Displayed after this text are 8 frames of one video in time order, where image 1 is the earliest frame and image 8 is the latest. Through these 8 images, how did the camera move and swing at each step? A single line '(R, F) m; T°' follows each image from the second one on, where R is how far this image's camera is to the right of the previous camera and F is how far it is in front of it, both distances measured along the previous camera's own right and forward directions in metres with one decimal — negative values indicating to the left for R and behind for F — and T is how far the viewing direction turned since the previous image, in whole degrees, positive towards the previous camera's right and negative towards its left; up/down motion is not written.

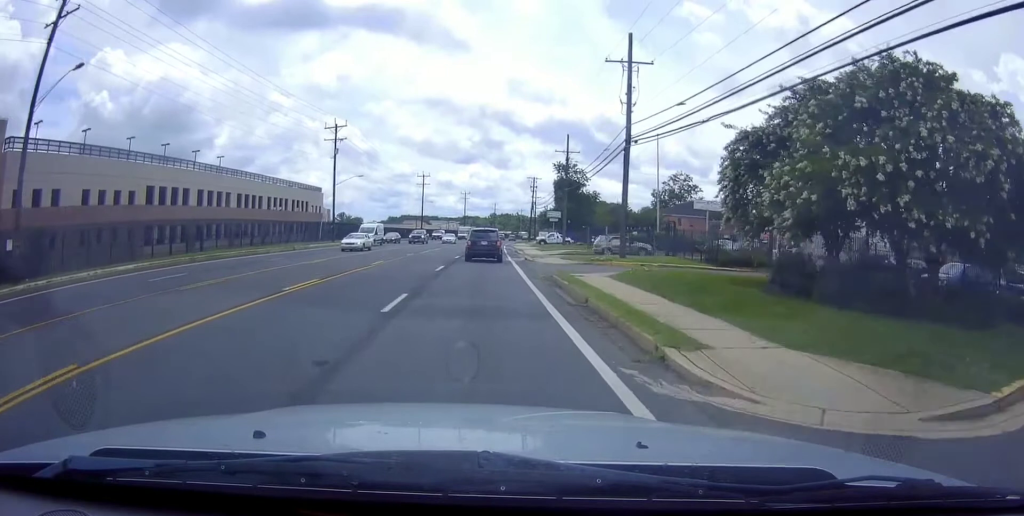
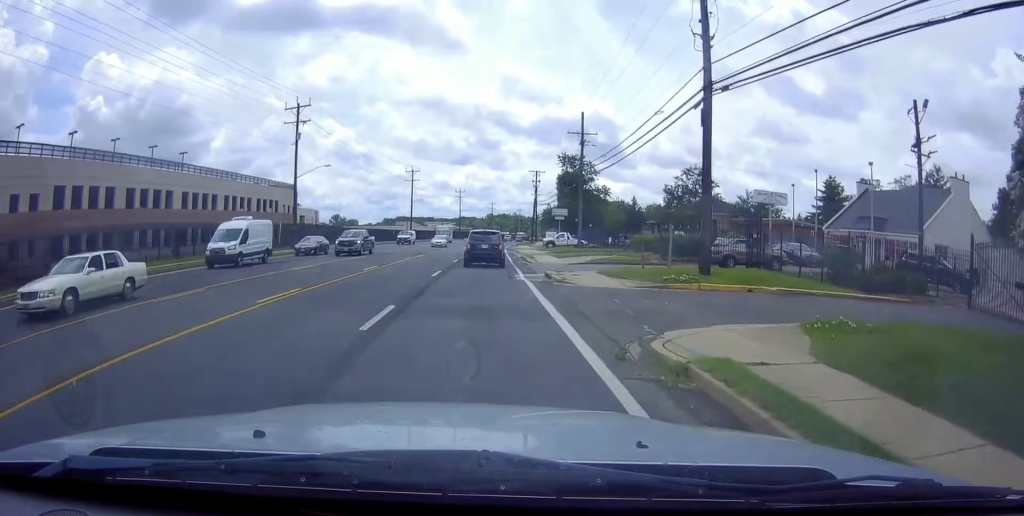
(+0.6, +14.1) m; +1°
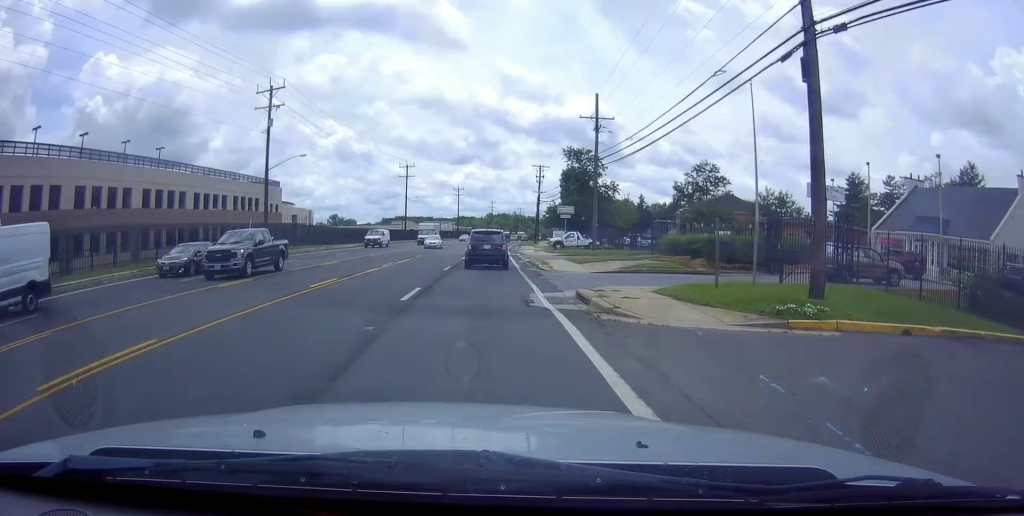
(-0.2, +7.9) m; -2°
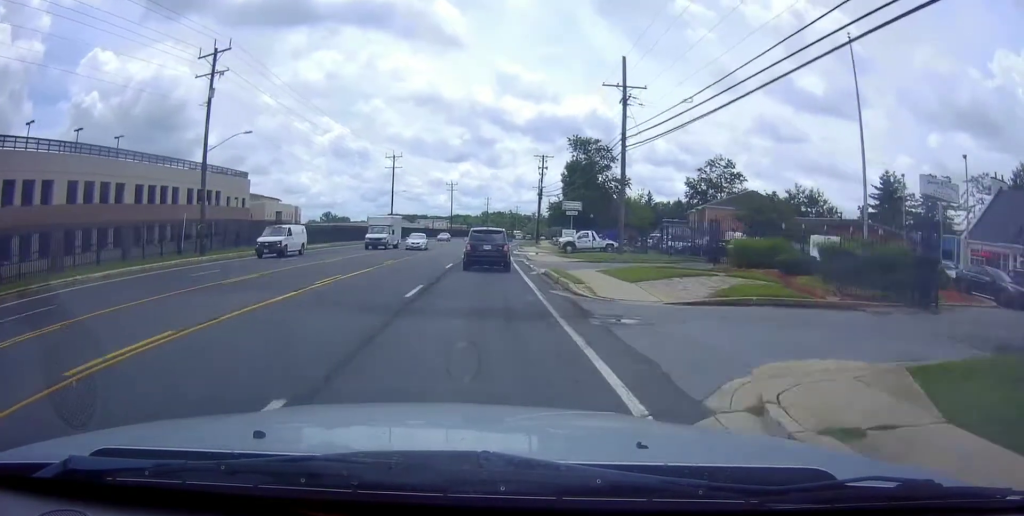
(0.0, +11.5) m; 0°
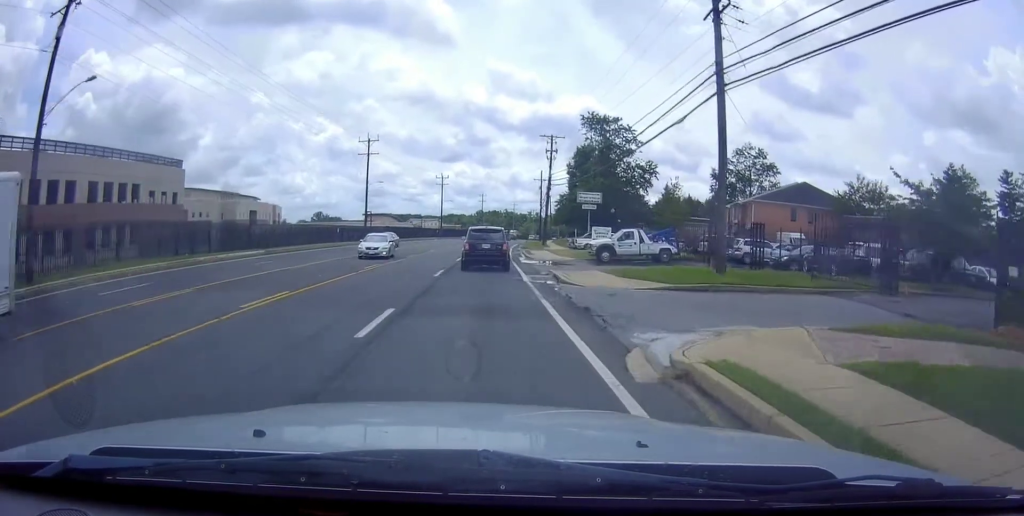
(+0.6, +18.7) m; +3°
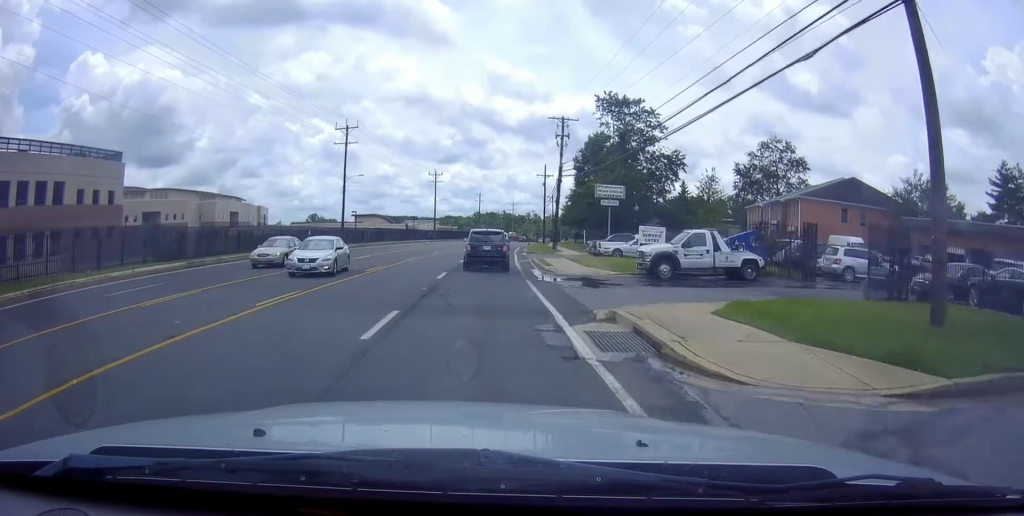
(+0.1, +12.9) m; 0°
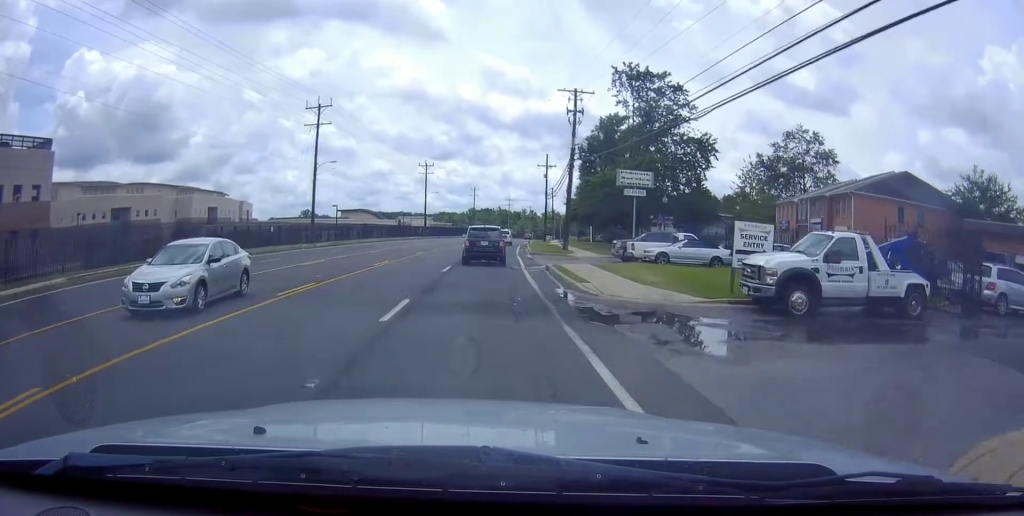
(0.0, +11.4) m; -1°
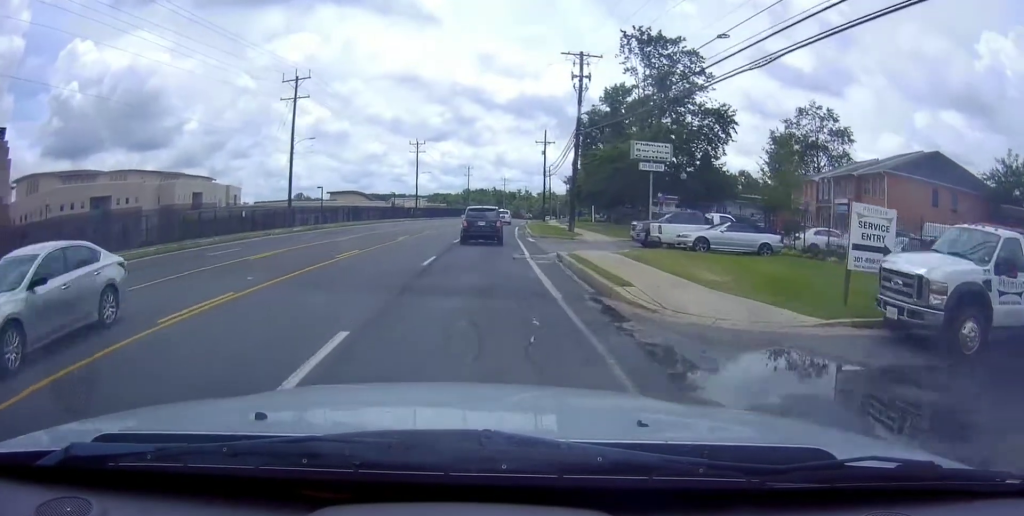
(-0.1, +6.2) m; 0°
